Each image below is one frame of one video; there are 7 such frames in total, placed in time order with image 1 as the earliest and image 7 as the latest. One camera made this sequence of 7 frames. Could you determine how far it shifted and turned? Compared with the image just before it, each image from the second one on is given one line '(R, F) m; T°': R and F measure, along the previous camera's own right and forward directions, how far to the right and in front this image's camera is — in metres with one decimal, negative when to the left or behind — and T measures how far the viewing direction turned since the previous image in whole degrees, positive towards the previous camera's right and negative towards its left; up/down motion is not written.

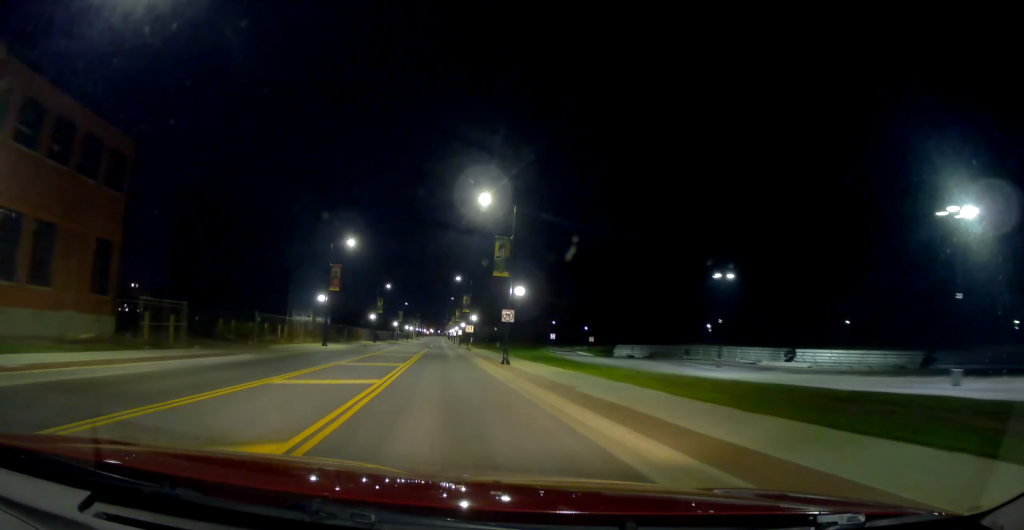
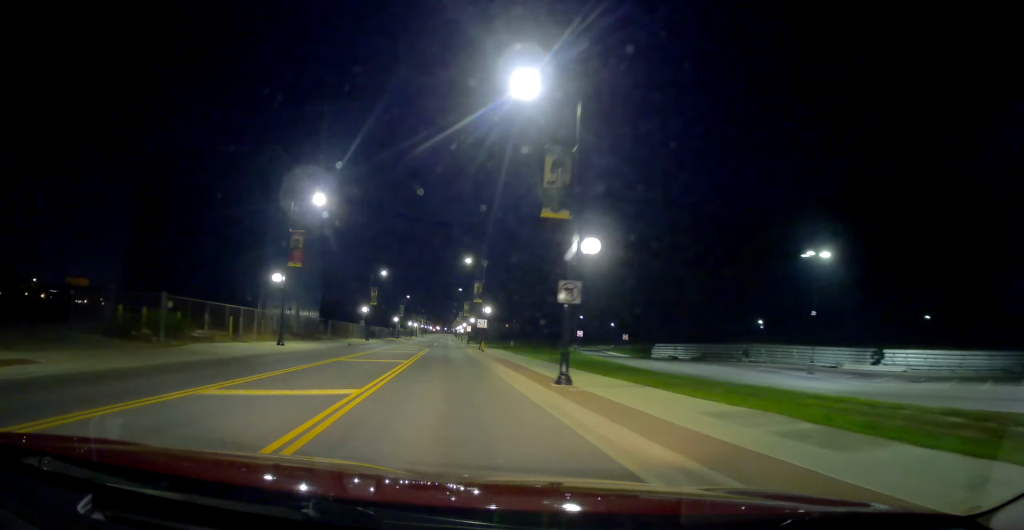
(-0.2, +14.1) m; -1°
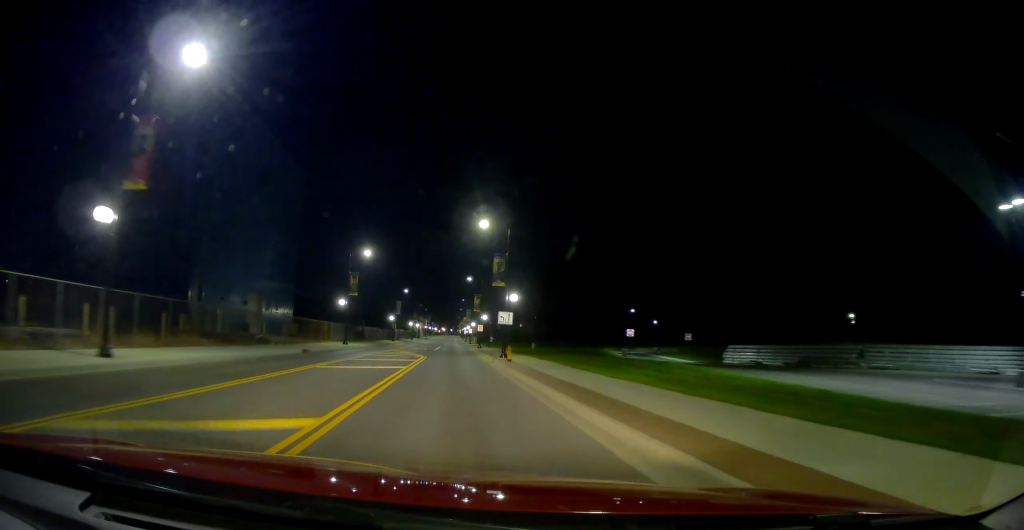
(0.0, +18.9) m; +1°
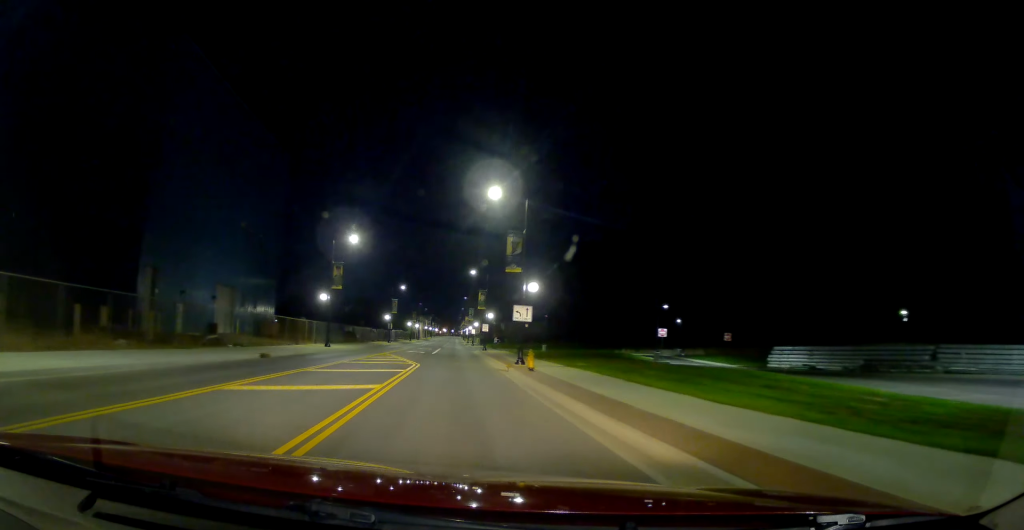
(+0.2, +8.6) m; +1°
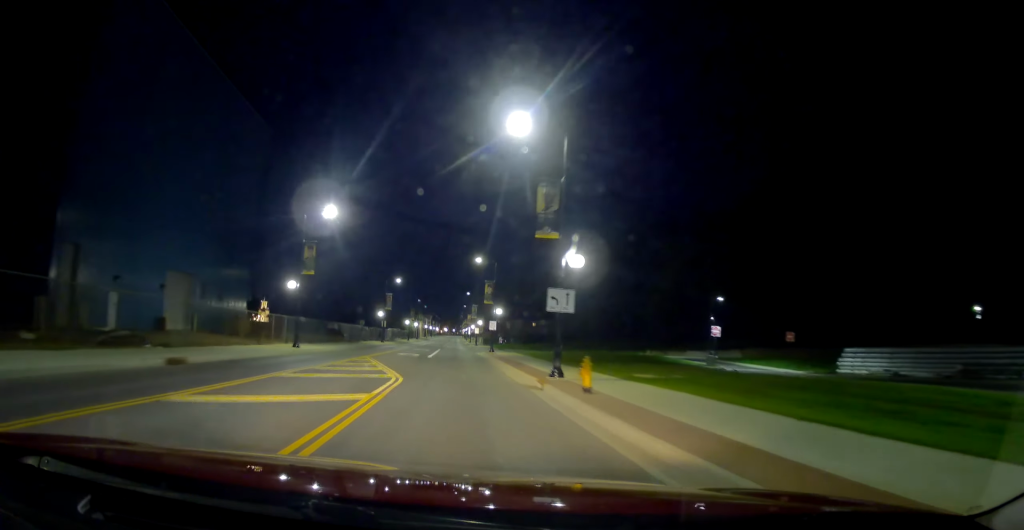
(+0.1, +10.0) m; +1°
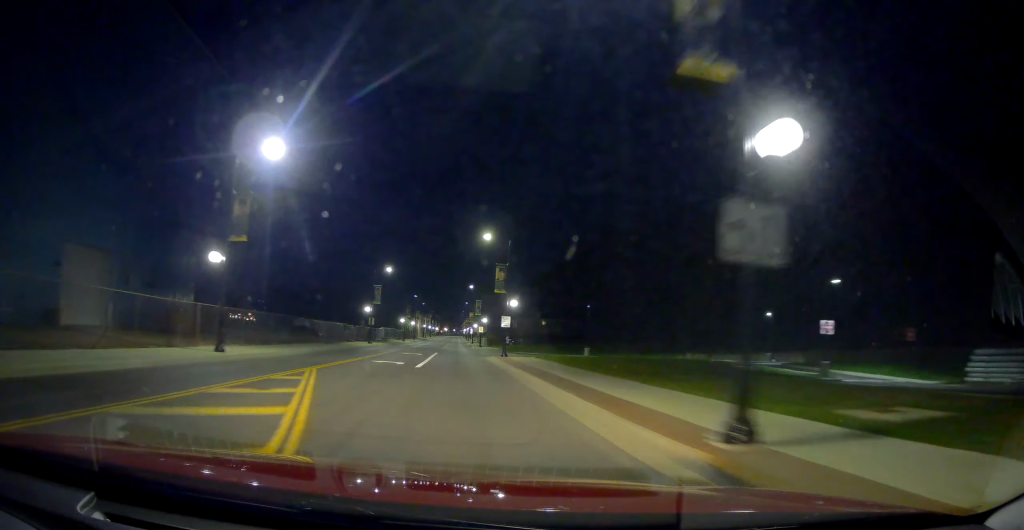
(0.0, +12.8) m; 0°
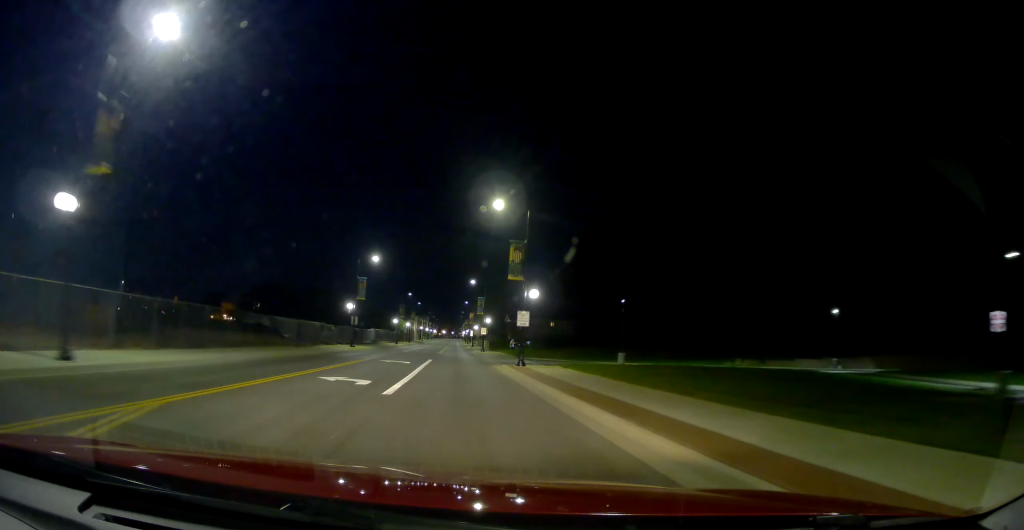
(+0.1, +11.2) m; -1°
